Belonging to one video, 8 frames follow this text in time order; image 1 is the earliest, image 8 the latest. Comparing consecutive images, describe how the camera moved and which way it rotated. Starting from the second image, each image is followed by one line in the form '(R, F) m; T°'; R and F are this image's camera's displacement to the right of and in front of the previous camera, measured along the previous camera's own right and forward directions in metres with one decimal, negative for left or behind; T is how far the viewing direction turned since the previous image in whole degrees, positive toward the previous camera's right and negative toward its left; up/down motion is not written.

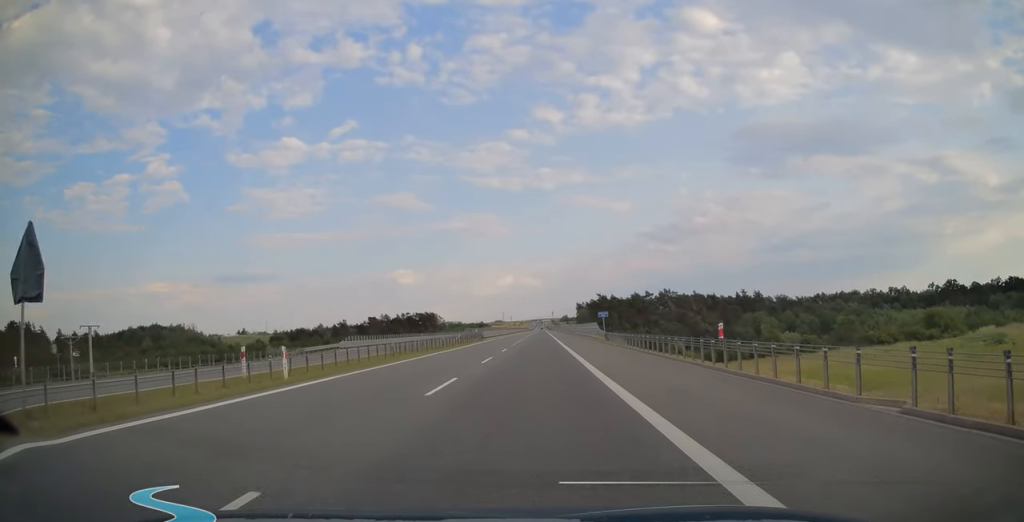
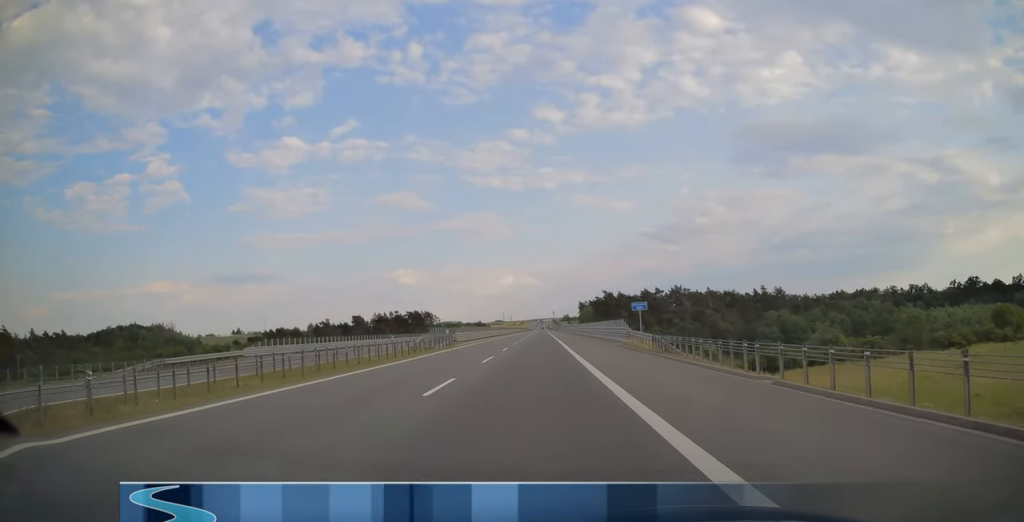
(0.0, +23.9) m; 0°
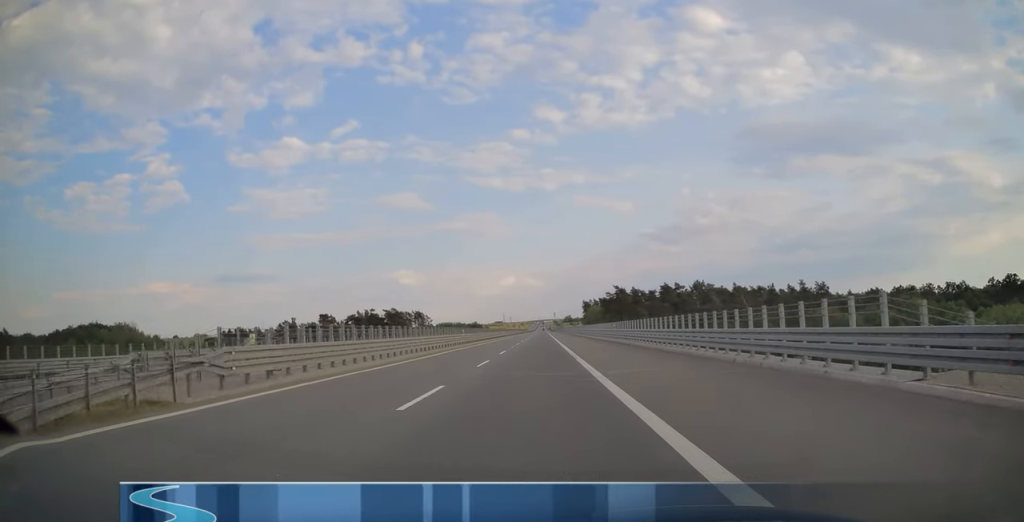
(0.0, +38.1) m; 0°
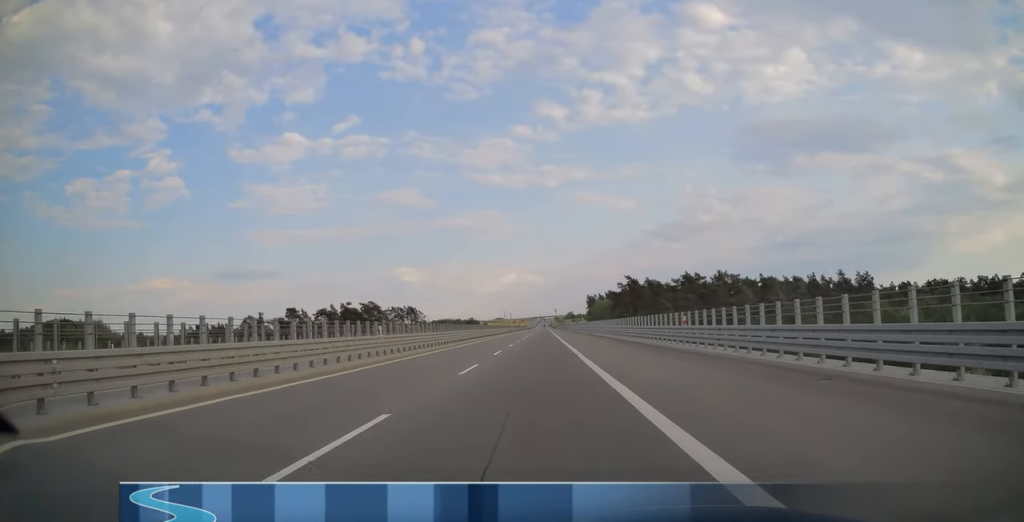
(0.0, +28.8) m; 0°
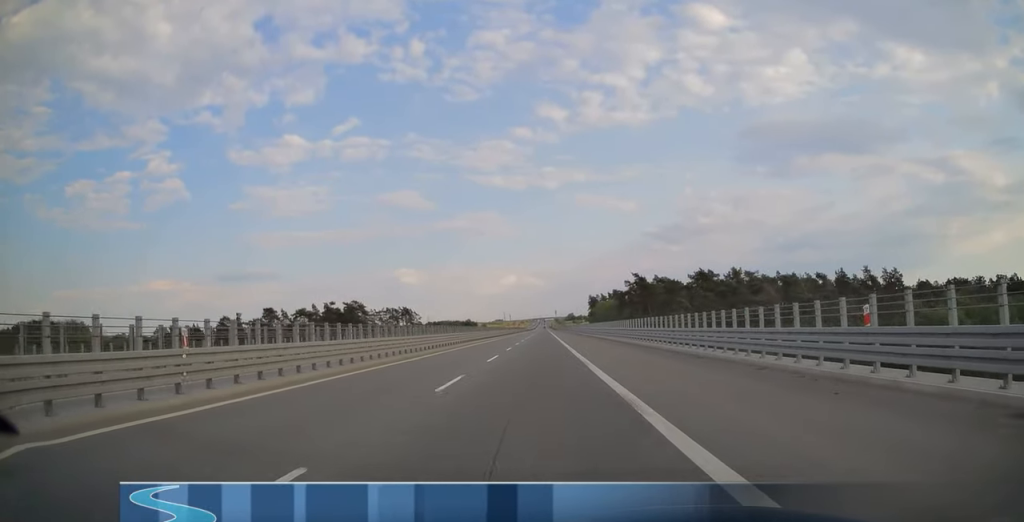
(0.0, +15.8) m; 0°
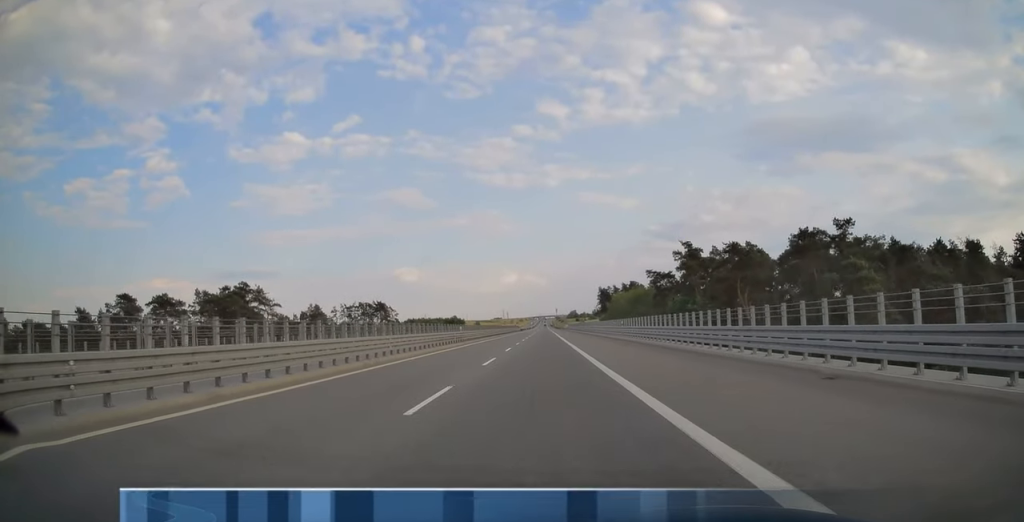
(-0.3, +63.5) m; 0°
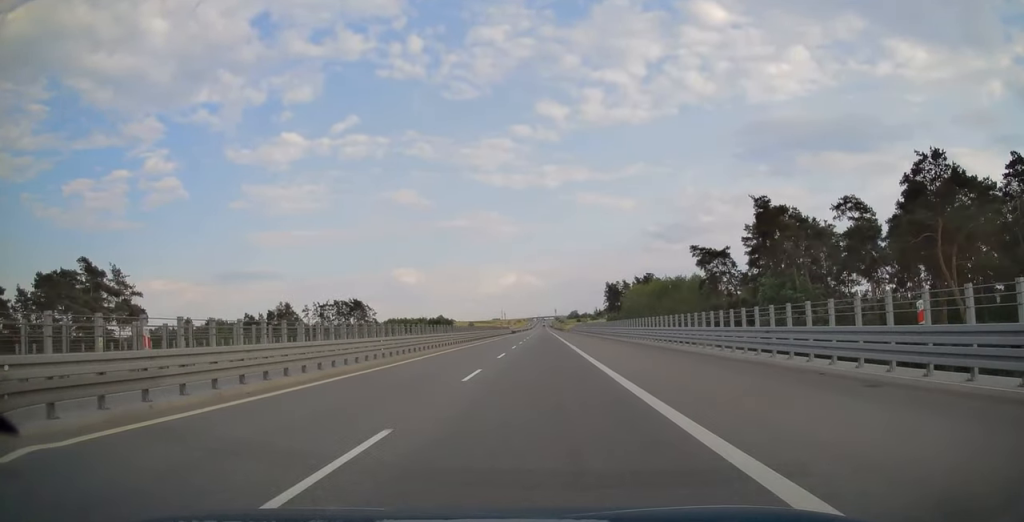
(+0.1, +41.3) m; 0°
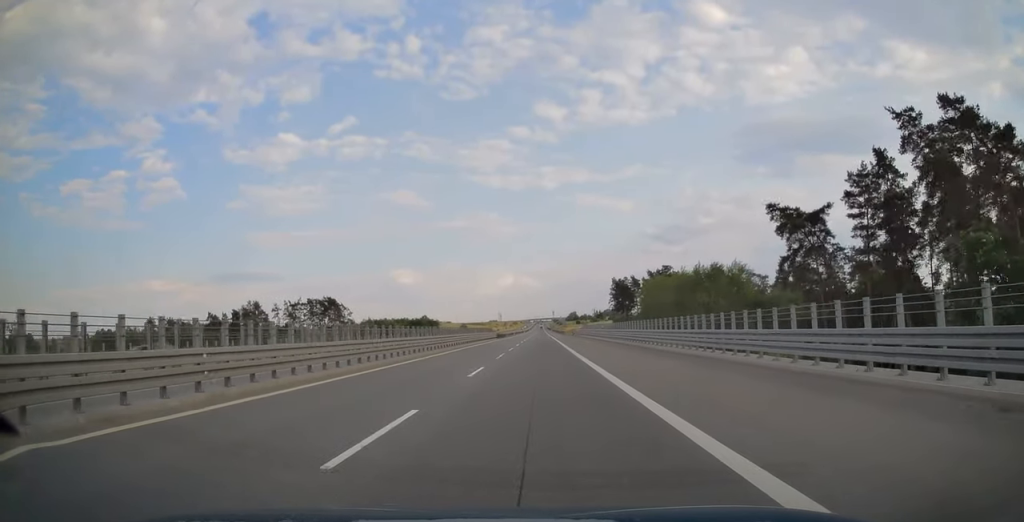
(+0.1, +33.7) m; 0°
